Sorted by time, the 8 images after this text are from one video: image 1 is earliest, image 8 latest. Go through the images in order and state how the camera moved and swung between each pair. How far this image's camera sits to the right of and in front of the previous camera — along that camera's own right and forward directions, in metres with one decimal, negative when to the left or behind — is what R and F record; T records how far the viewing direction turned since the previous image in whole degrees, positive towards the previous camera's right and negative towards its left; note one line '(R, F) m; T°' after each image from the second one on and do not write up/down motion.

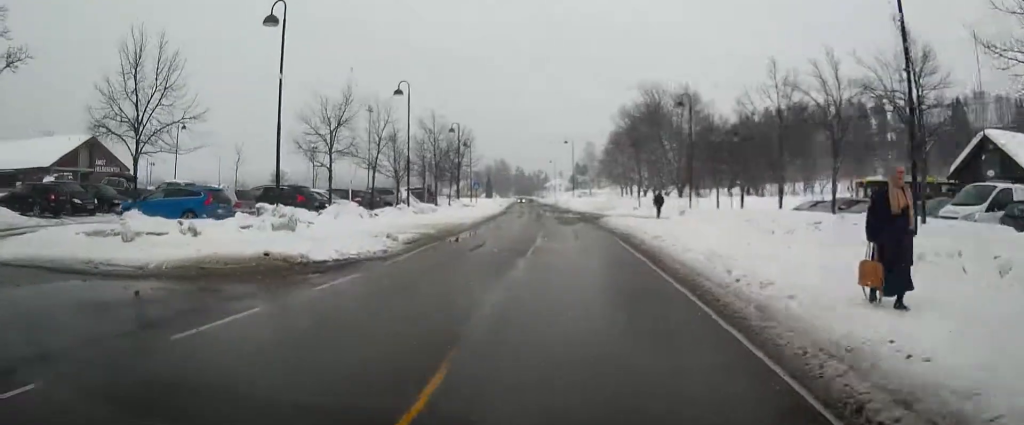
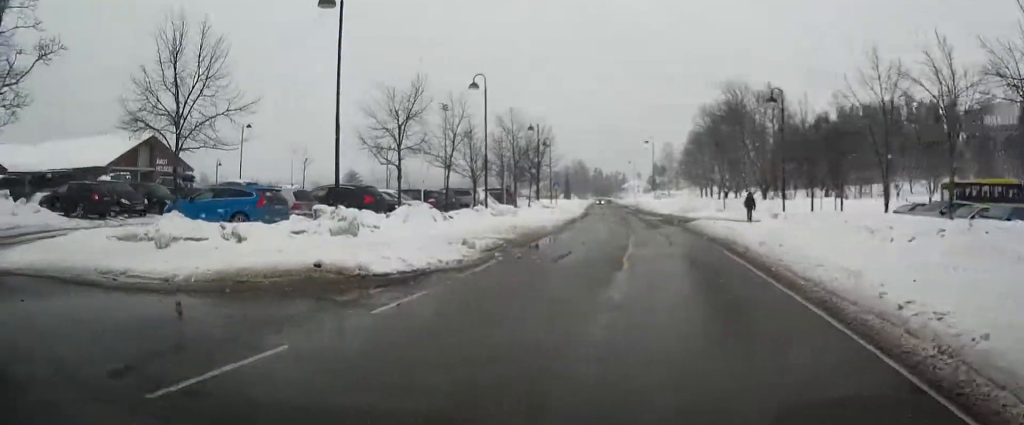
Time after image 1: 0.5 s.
(-0.1, +2.2) m; -7°
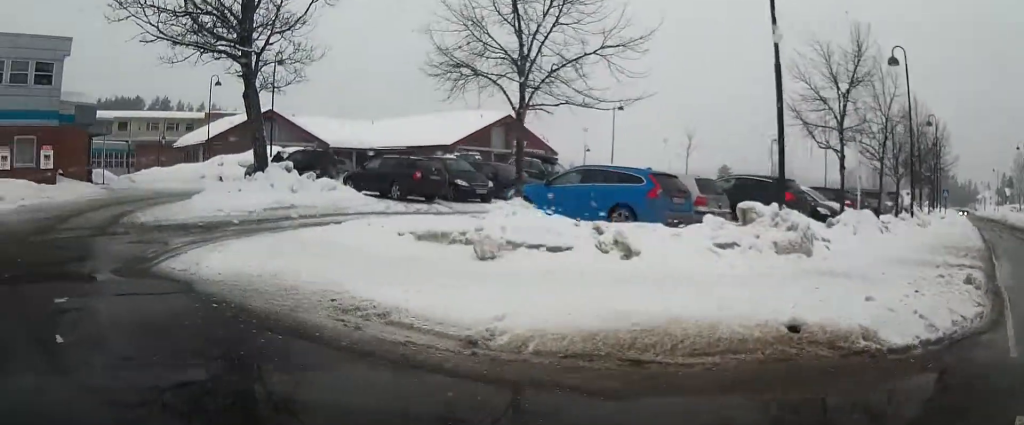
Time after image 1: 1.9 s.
(-1.5, +5.9) m; -35°
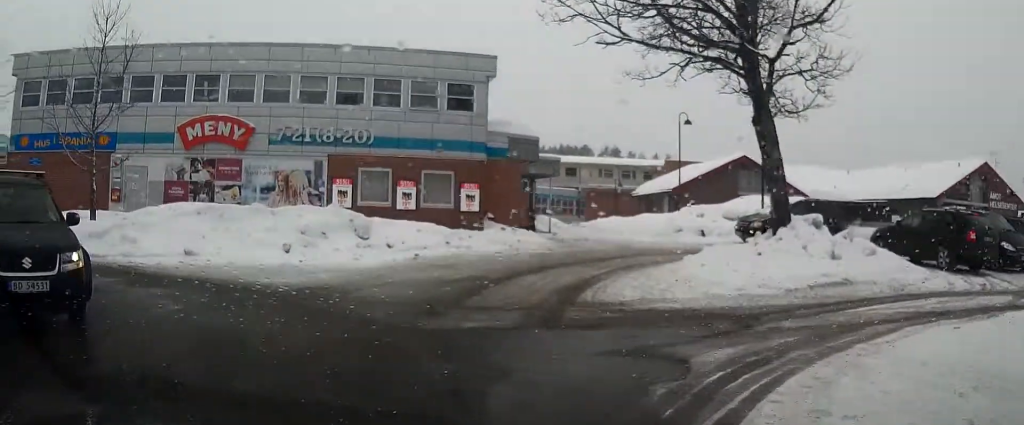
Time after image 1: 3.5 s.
(-2.2, +5.5) m; -42°
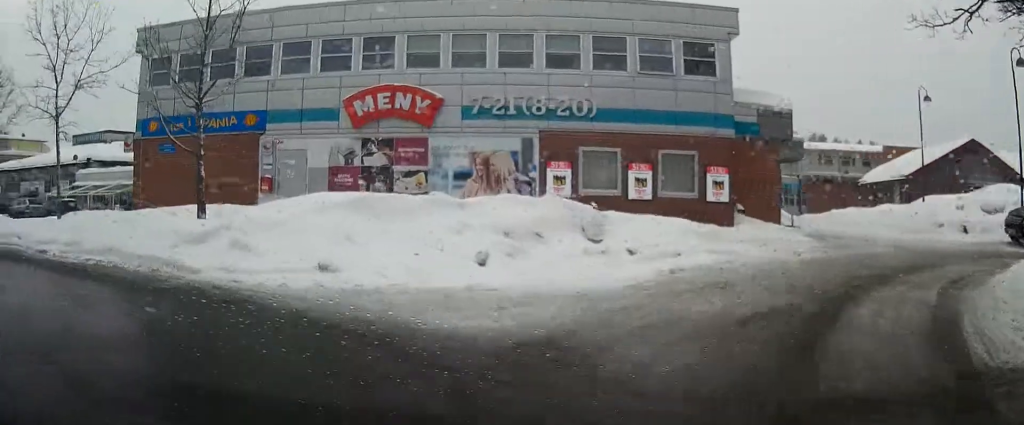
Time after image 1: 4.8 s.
(-1.1, +4.6) m; -21°
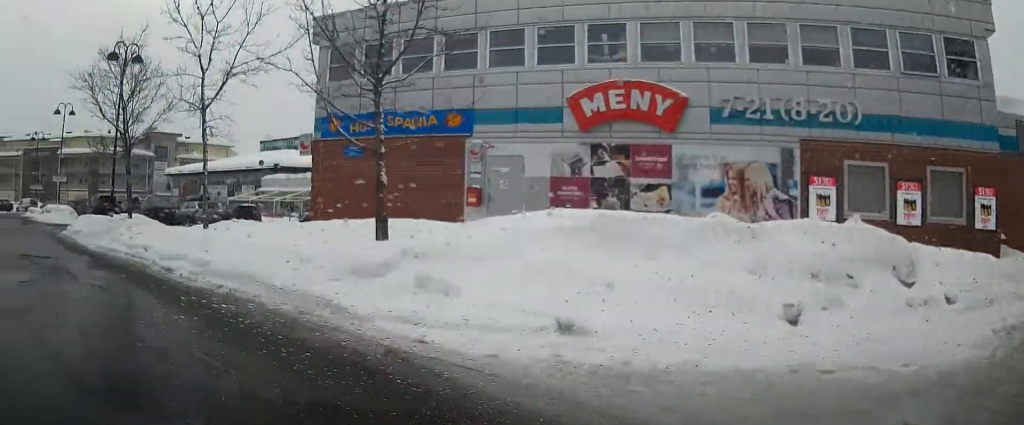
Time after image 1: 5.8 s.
(-0.3, +3.0) m; -12°
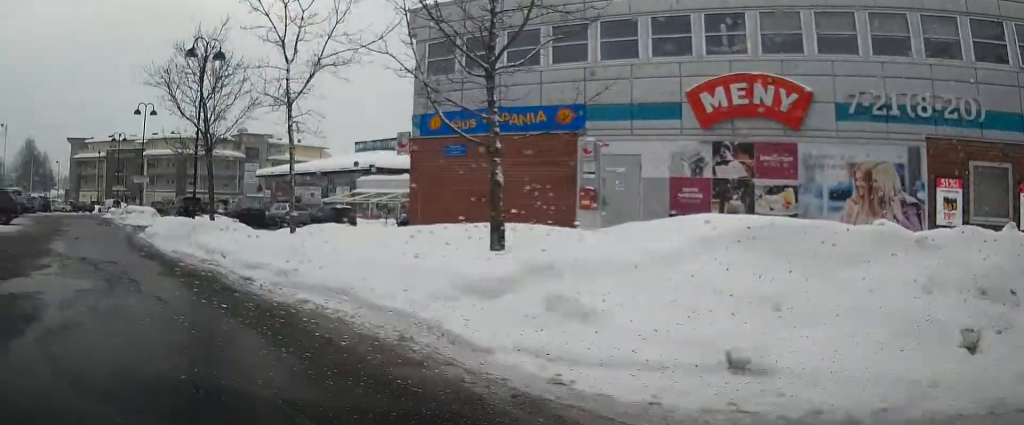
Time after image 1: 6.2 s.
(+0.1, +1.1) m; -6°
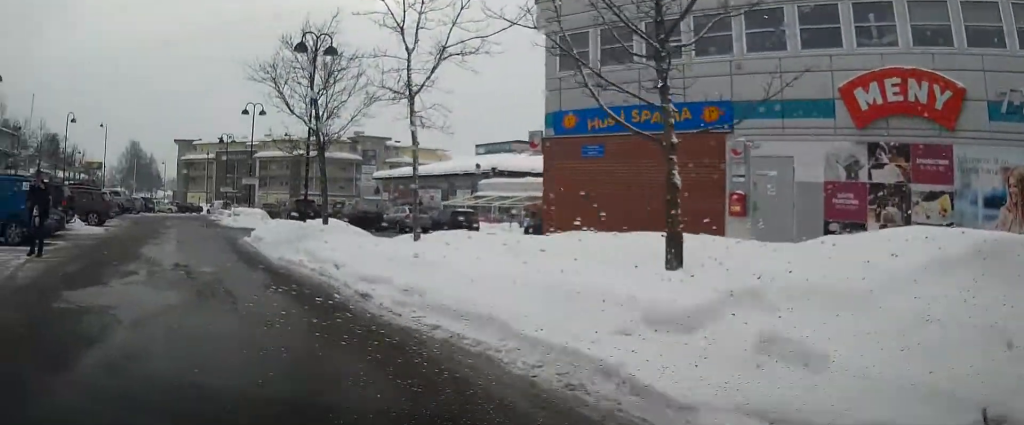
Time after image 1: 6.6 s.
(-0.2, +1.2) m; -9°
